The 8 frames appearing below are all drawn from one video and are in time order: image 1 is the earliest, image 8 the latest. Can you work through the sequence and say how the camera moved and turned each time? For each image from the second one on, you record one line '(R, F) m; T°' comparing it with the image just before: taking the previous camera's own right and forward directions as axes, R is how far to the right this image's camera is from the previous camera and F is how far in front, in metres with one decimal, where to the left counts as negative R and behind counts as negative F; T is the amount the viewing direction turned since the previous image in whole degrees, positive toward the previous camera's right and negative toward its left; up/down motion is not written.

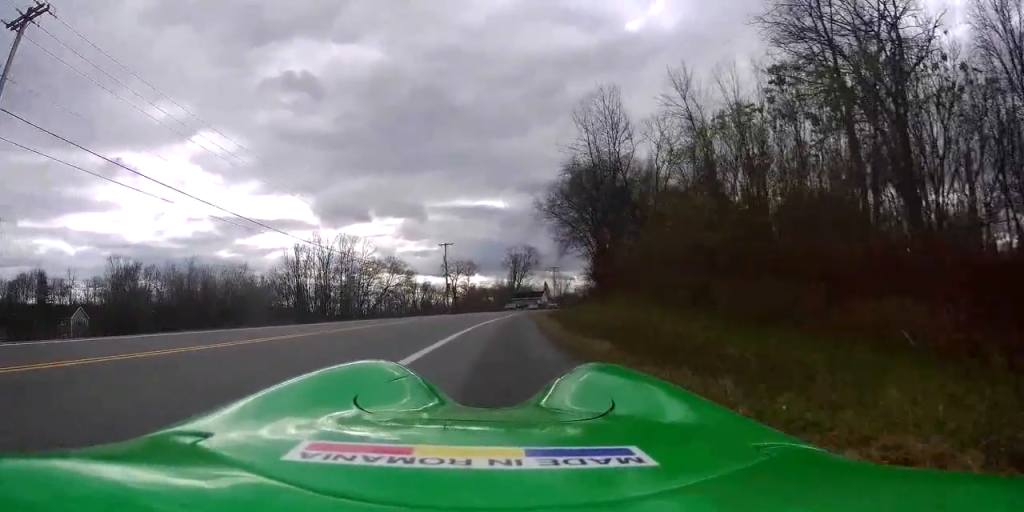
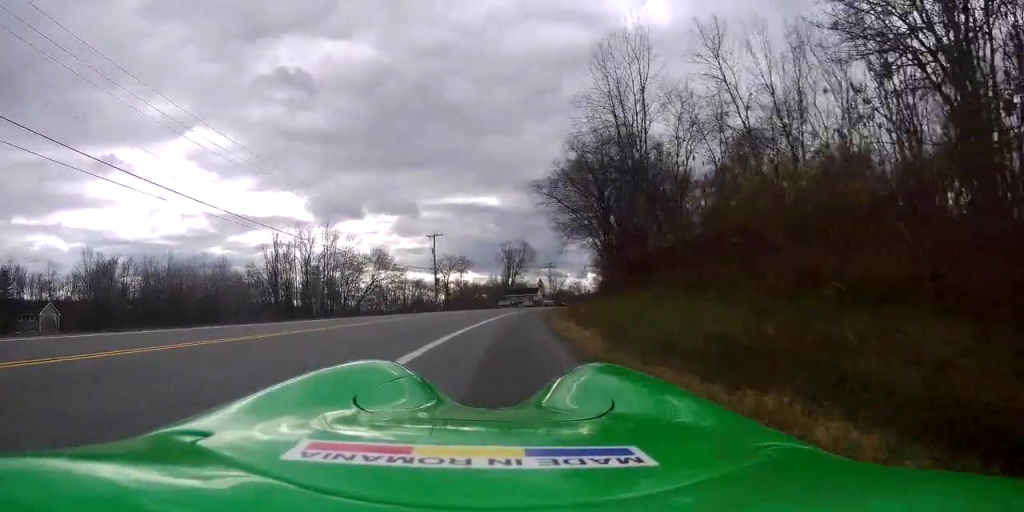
(0.0, +7.5) m; +1°
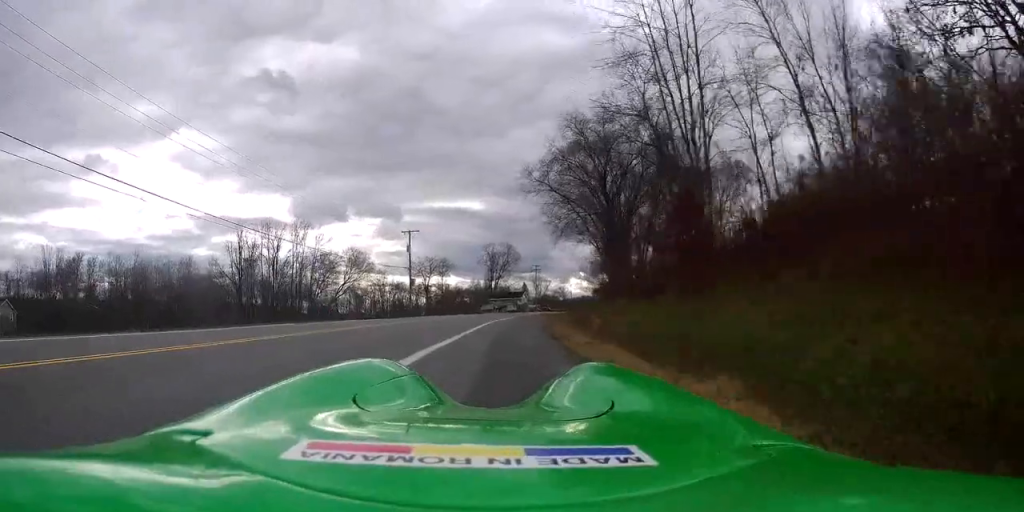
(+0.2, +8.4) m; +3°
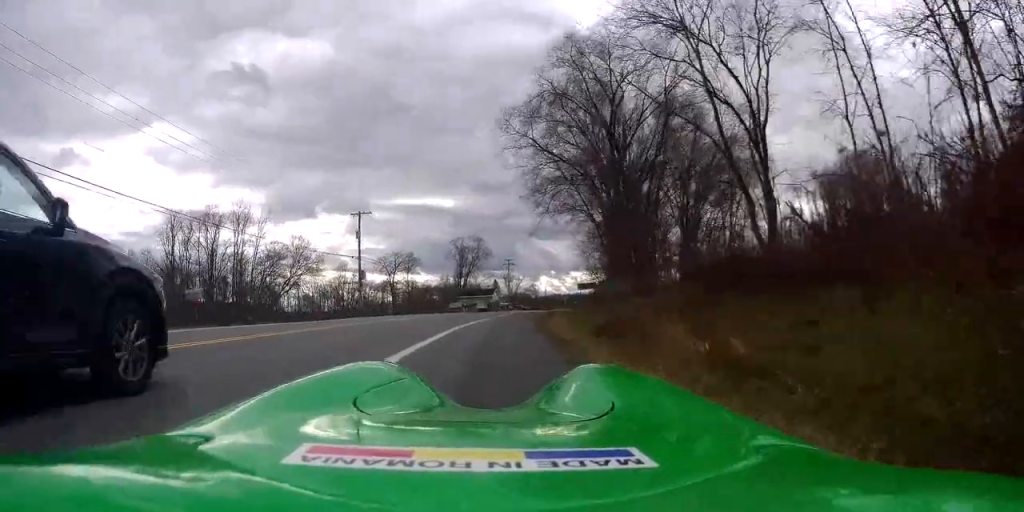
(+0.5, +12.4) m; +4°
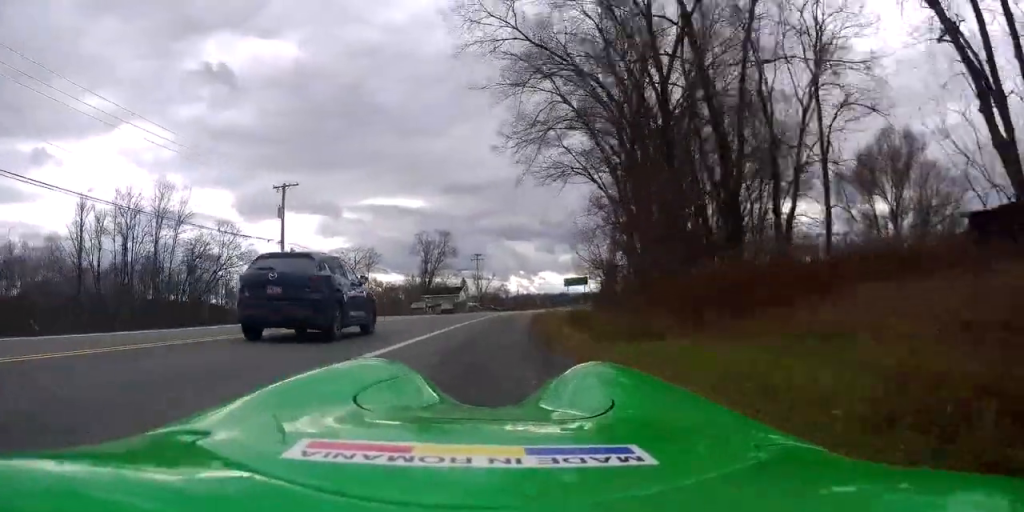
(+0.3, +14.3) m; +3°
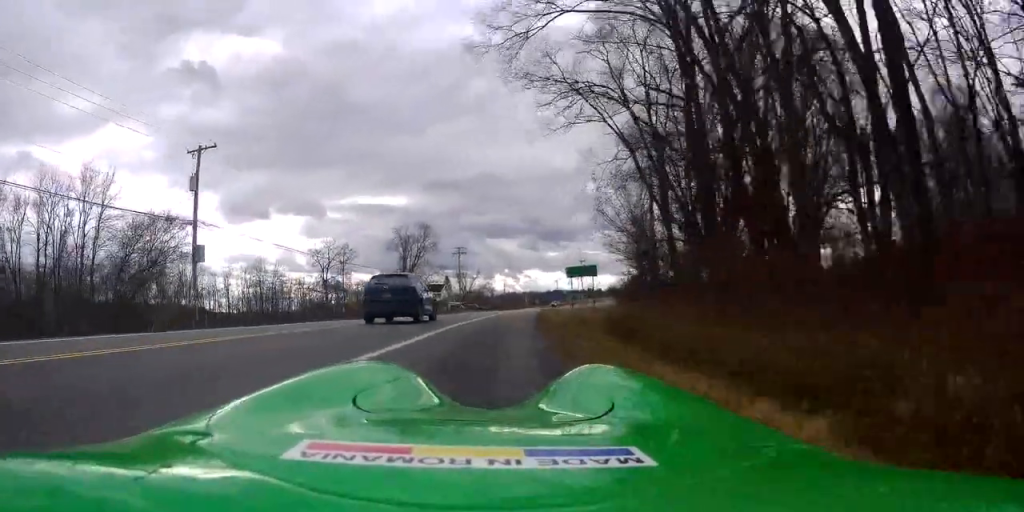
(+0.3, +12.0) m; +2°
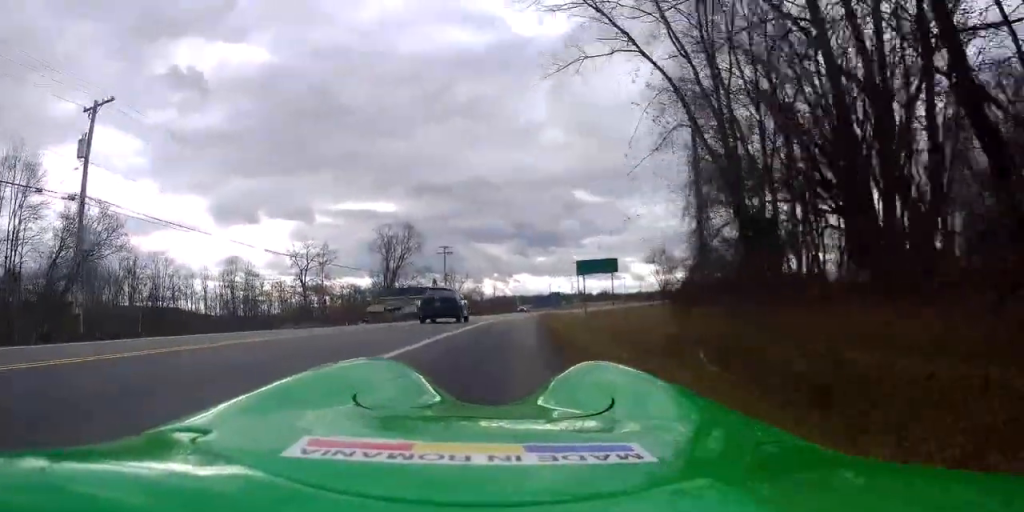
(+0.1, +10.1) m; +1°
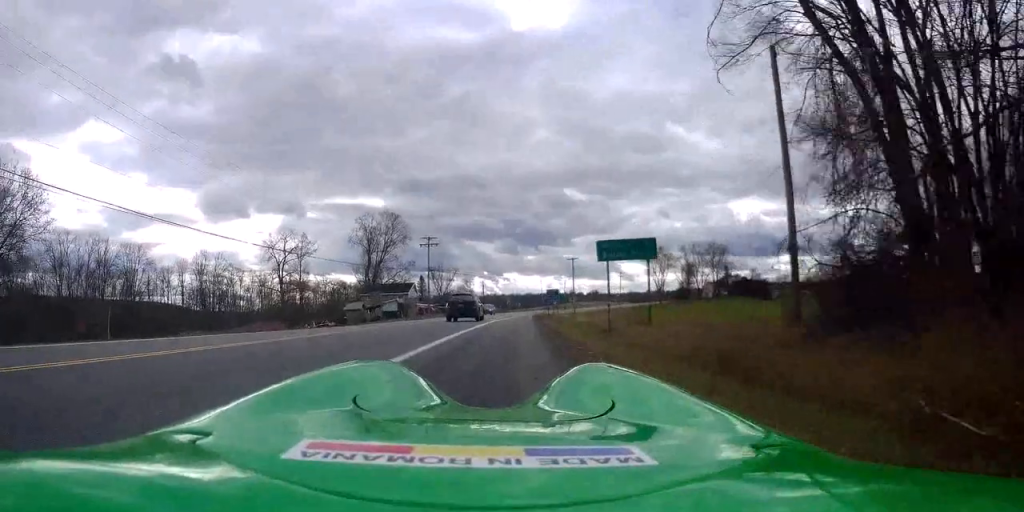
(0.0, +9.5) m; 0°
